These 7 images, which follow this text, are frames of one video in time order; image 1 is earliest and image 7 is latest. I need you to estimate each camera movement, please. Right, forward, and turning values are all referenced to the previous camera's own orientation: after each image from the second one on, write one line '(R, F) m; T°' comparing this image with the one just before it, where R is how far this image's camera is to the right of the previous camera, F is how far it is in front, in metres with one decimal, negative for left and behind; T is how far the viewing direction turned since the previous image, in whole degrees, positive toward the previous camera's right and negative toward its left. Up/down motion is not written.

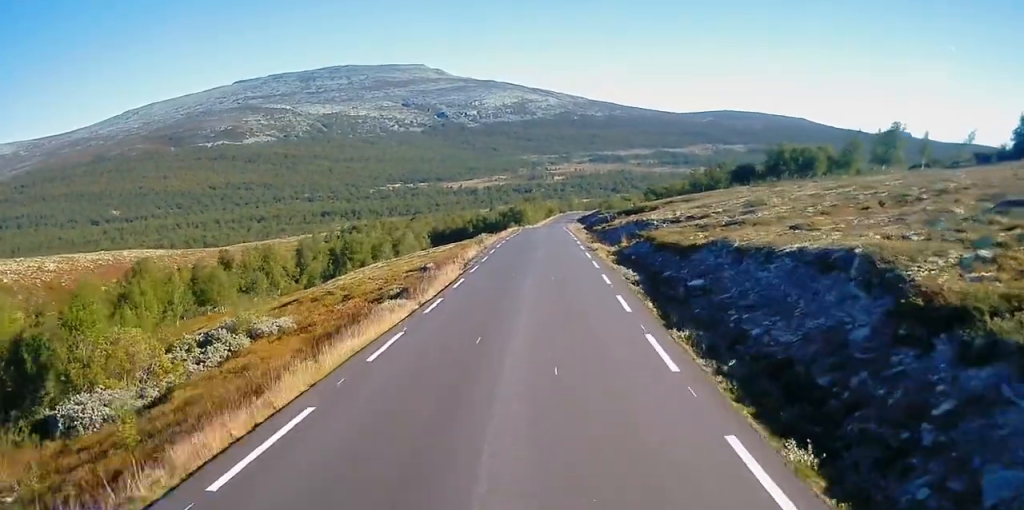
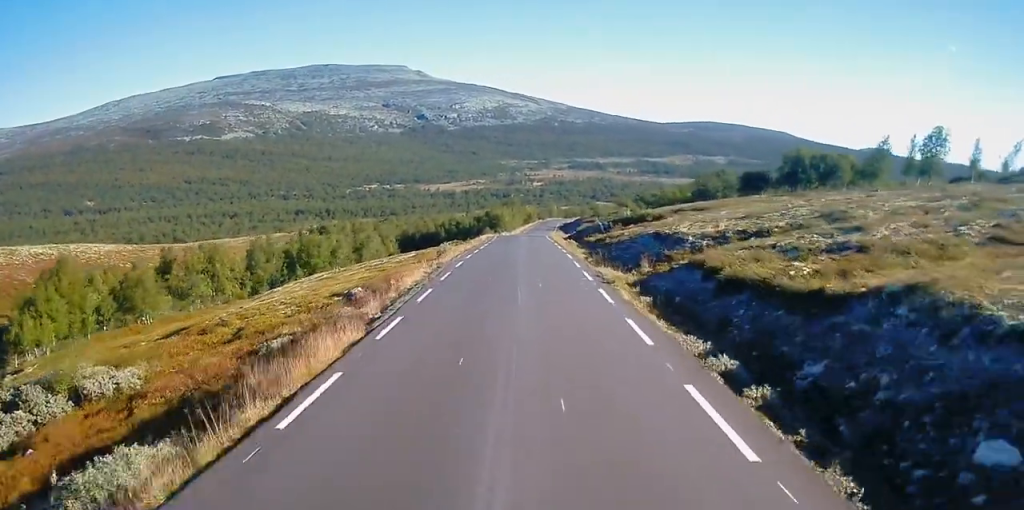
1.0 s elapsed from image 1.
(+0.2, +16.0) m; 0°
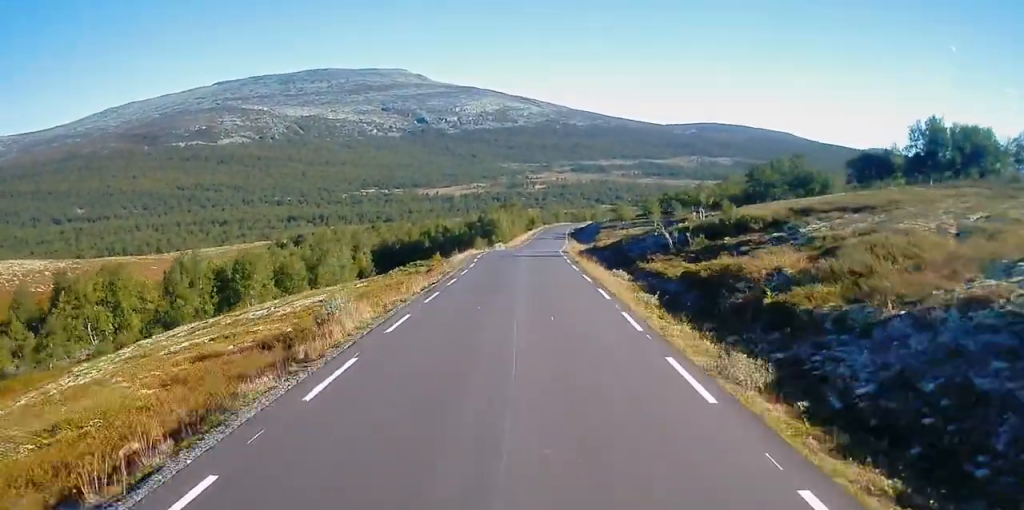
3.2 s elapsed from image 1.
(+0.2, +34.3) m; +1°
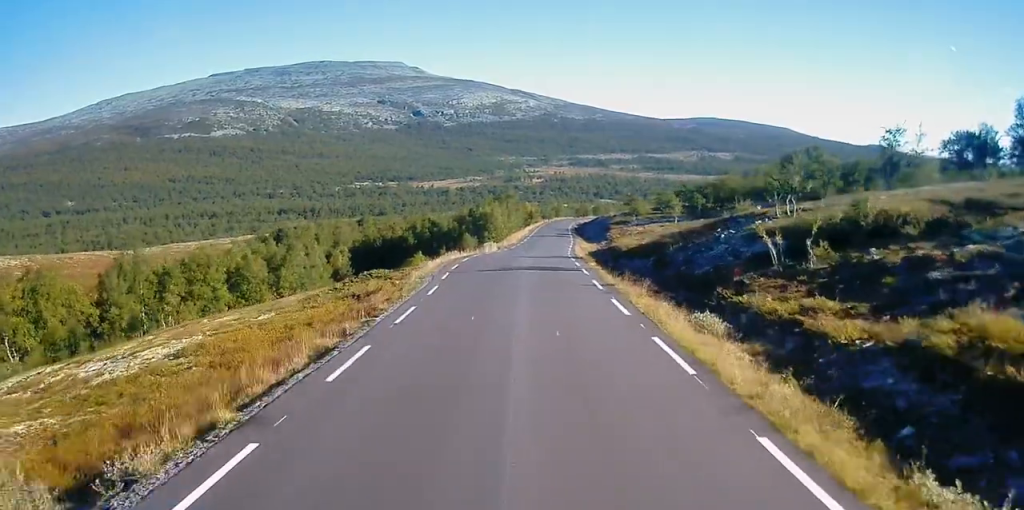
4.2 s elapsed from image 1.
(-0.1, +16.7) m; 0°
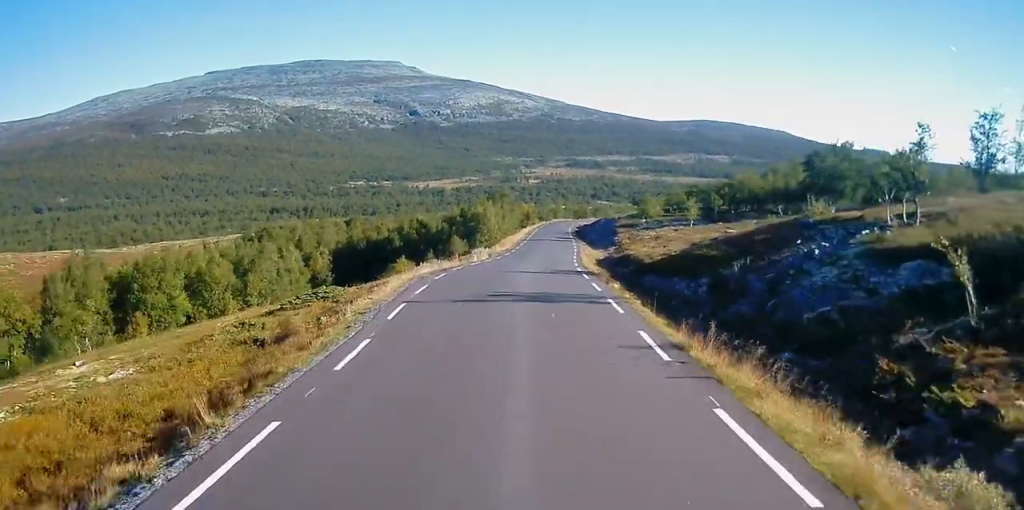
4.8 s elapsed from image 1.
(-0.1, +10.9) m; +1°
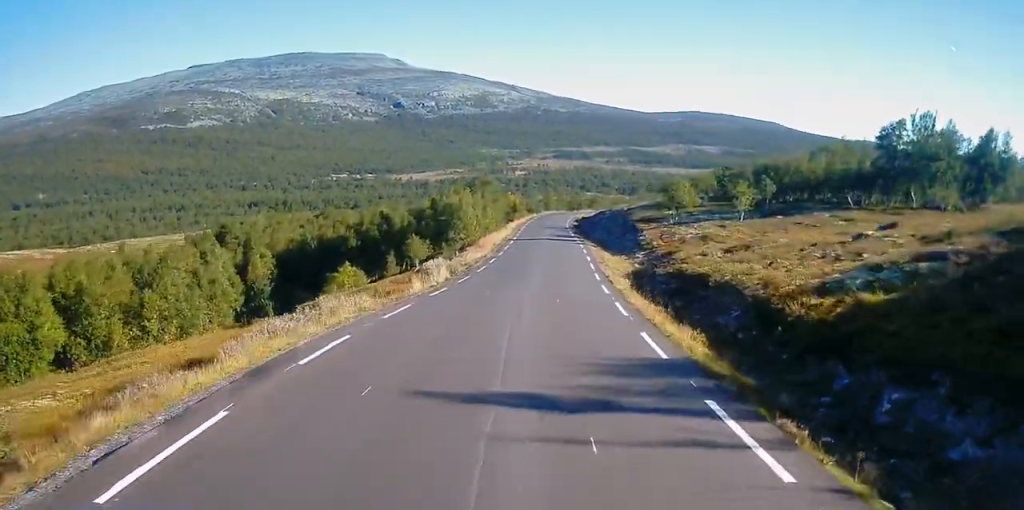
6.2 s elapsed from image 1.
(+0.4, +23.4) m; +1°
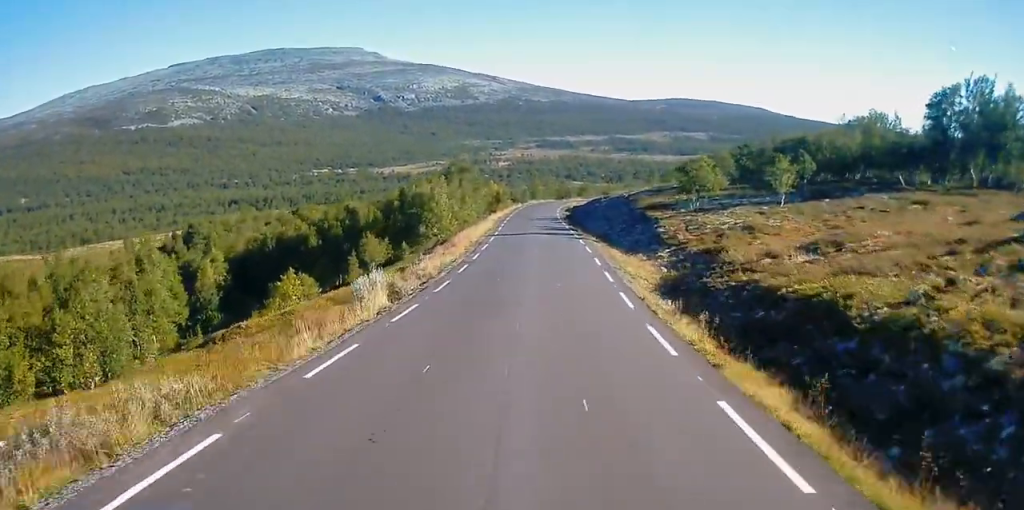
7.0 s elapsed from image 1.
(-0.2, +12.6) m; +1°
